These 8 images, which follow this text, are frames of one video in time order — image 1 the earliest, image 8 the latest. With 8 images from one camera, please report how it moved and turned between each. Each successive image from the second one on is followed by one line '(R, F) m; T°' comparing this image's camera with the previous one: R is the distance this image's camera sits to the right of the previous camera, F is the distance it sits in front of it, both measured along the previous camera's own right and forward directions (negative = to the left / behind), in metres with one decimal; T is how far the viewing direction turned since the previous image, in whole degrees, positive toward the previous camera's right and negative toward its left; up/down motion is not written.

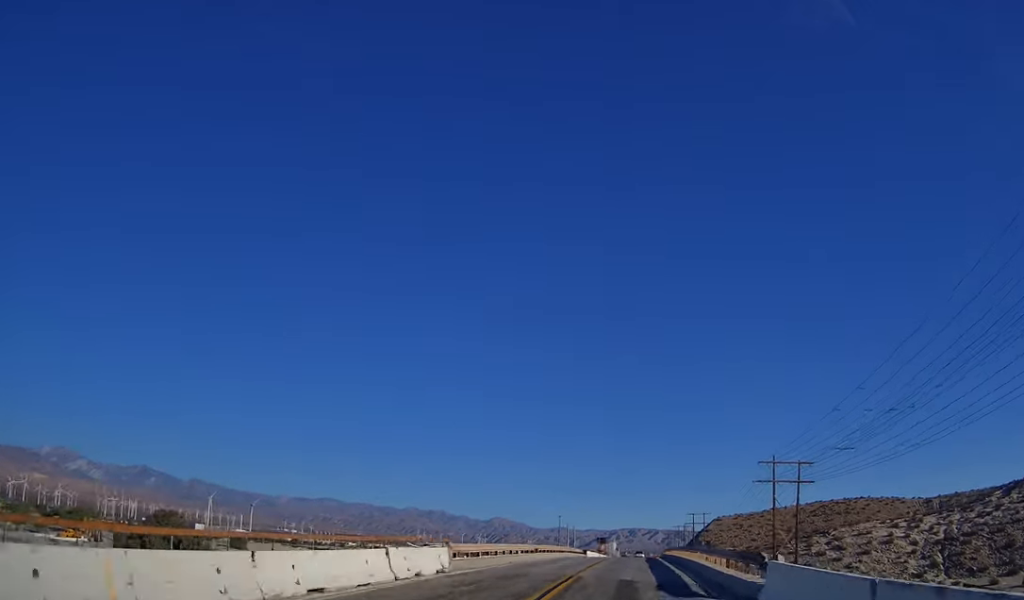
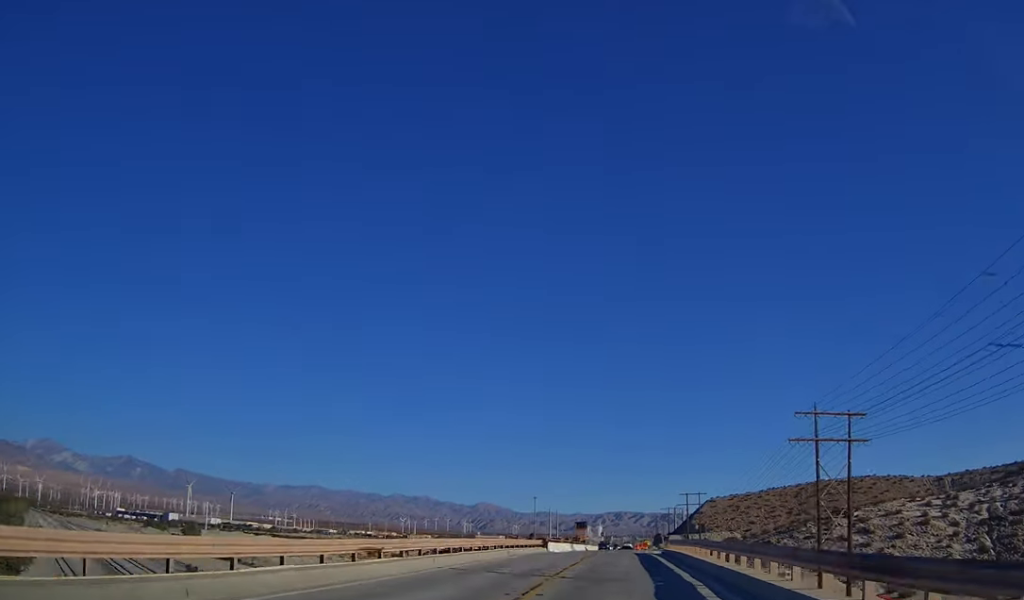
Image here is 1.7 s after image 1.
(+0.8, +28.5) m; +2°
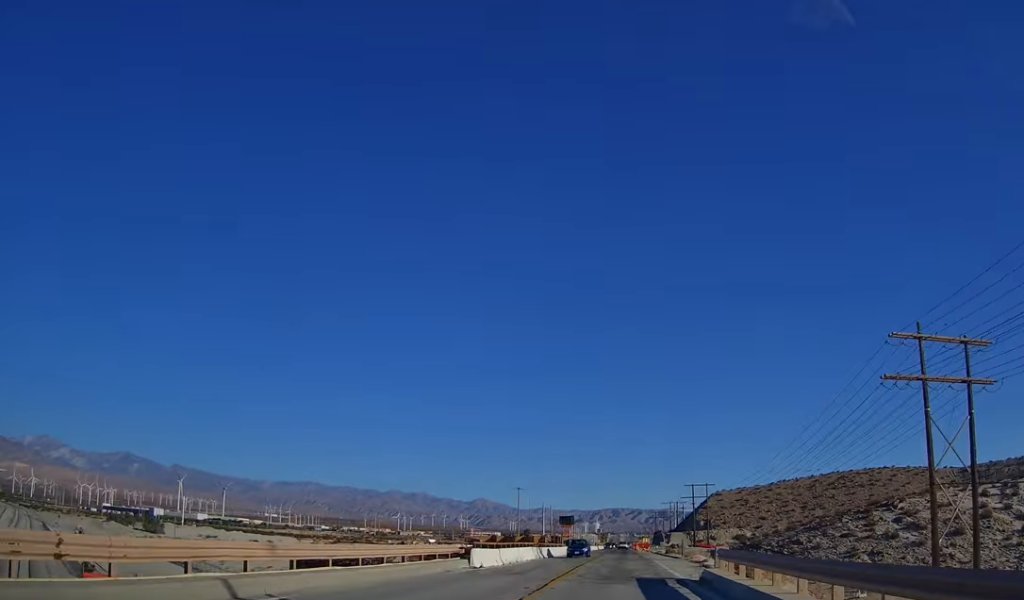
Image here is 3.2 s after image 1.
(0.0, +26.3) m; +1°
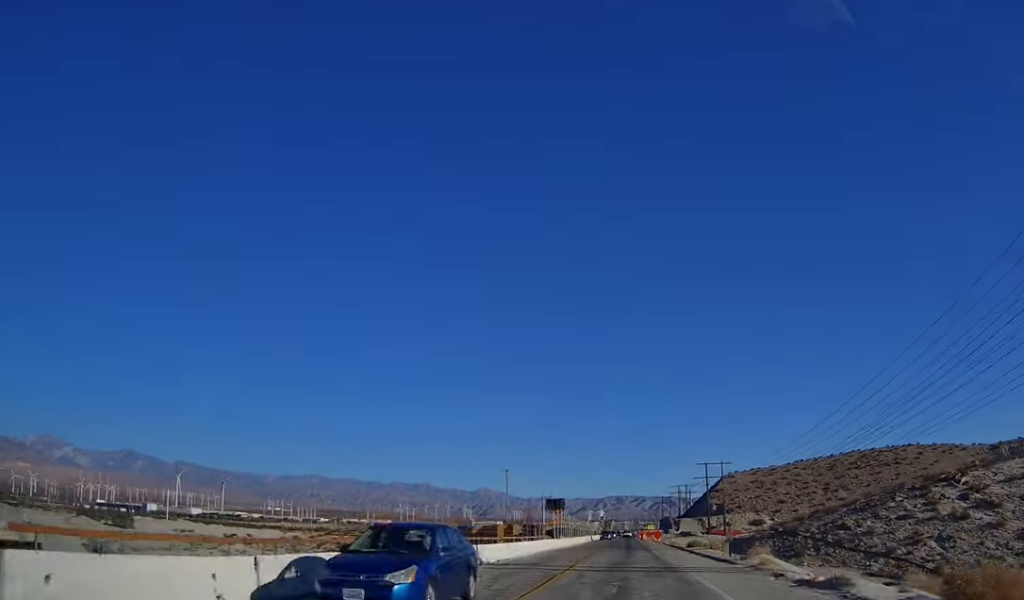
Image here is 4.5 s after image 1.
(+0.3, +22.8) m; 0°
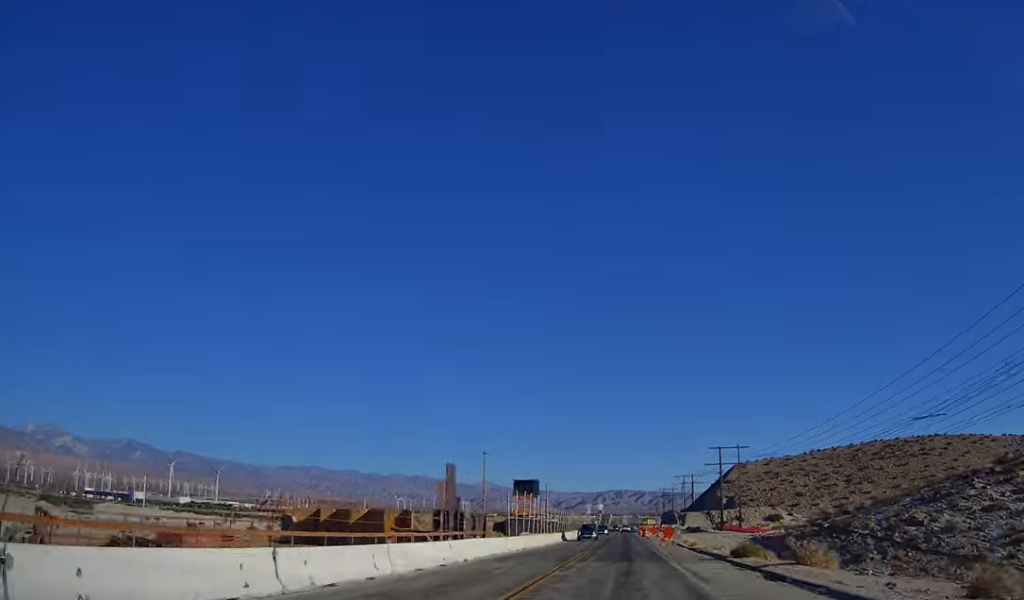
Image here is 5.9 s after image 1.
(+0.1, +23.8) m; 0°
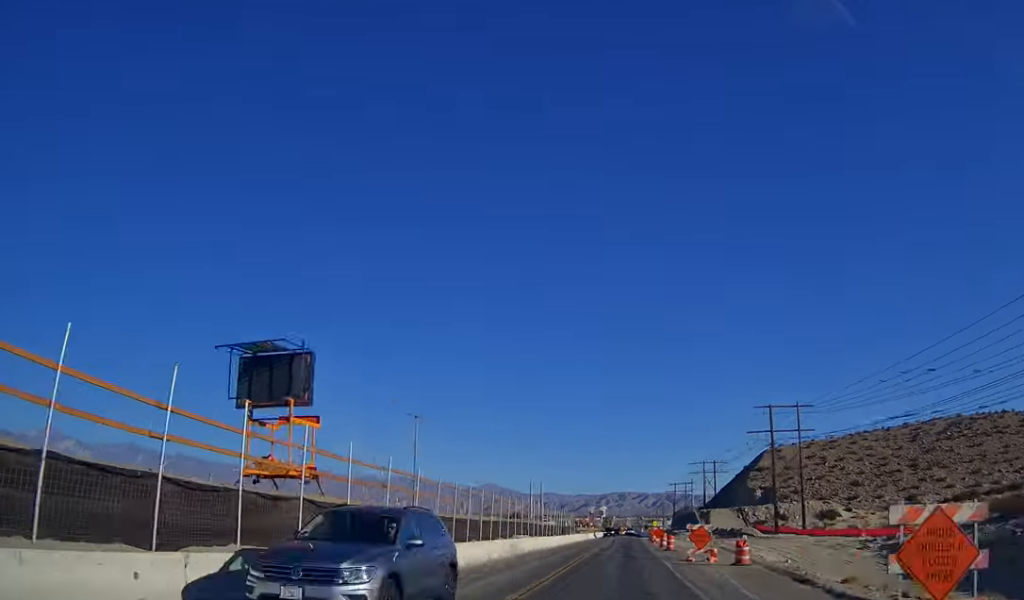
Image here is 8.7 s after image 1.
(-0.9, +45.9) m; -2°
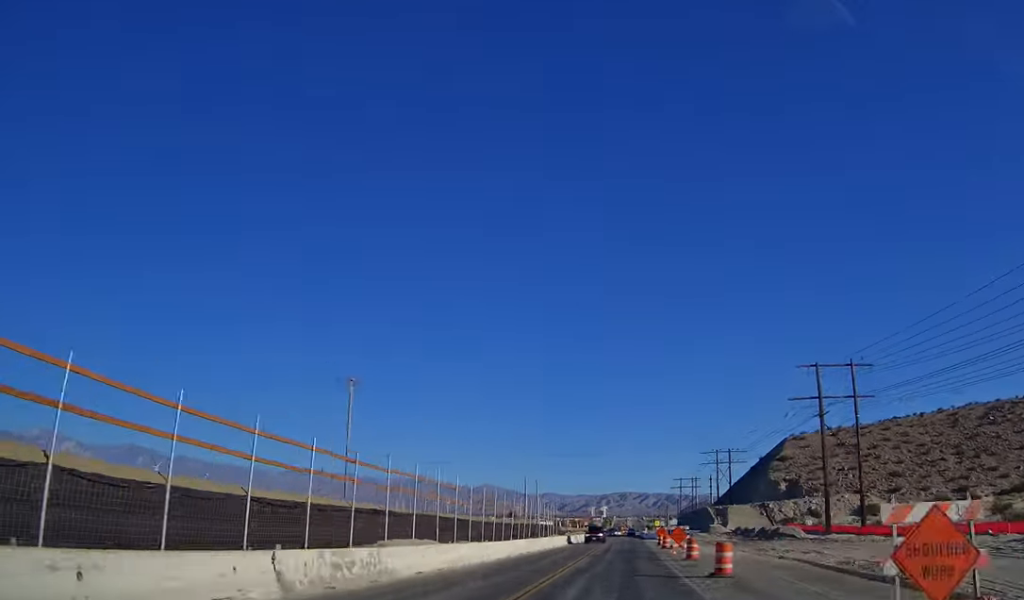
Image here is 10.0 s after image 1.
(-0.1, +22.0) m; 0°
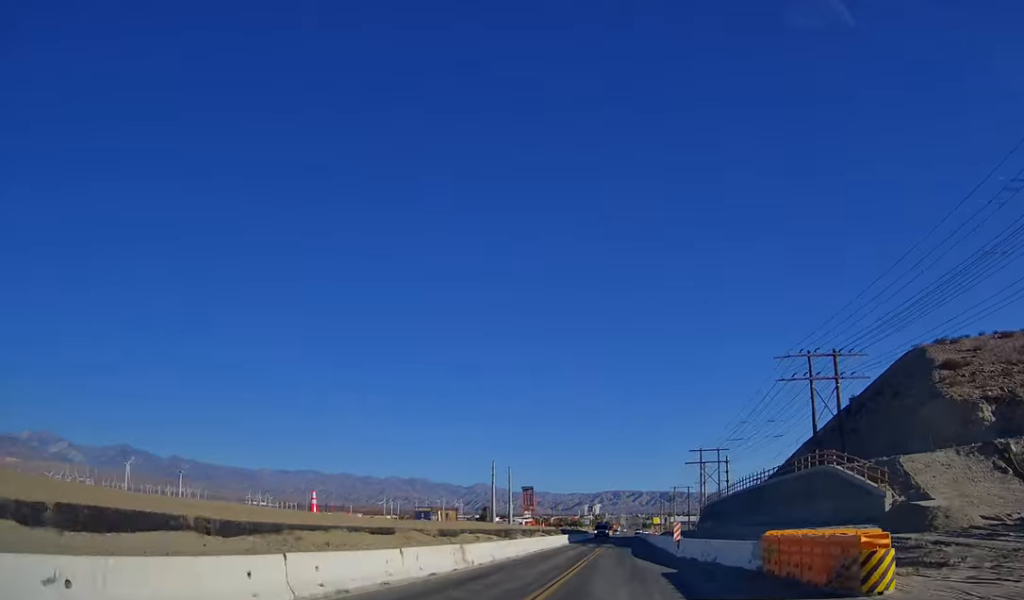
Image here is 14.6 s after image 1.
(+1.1, +74.2) m; +3°
